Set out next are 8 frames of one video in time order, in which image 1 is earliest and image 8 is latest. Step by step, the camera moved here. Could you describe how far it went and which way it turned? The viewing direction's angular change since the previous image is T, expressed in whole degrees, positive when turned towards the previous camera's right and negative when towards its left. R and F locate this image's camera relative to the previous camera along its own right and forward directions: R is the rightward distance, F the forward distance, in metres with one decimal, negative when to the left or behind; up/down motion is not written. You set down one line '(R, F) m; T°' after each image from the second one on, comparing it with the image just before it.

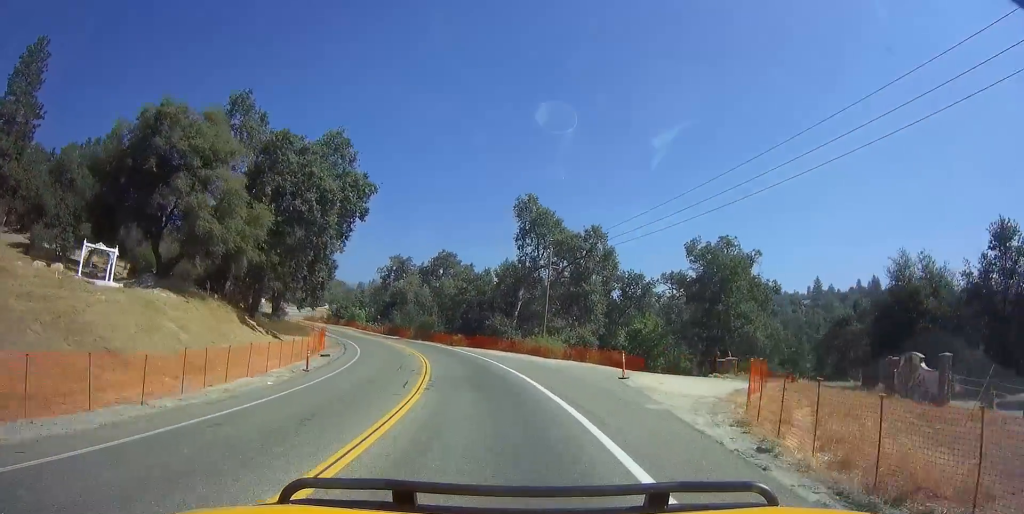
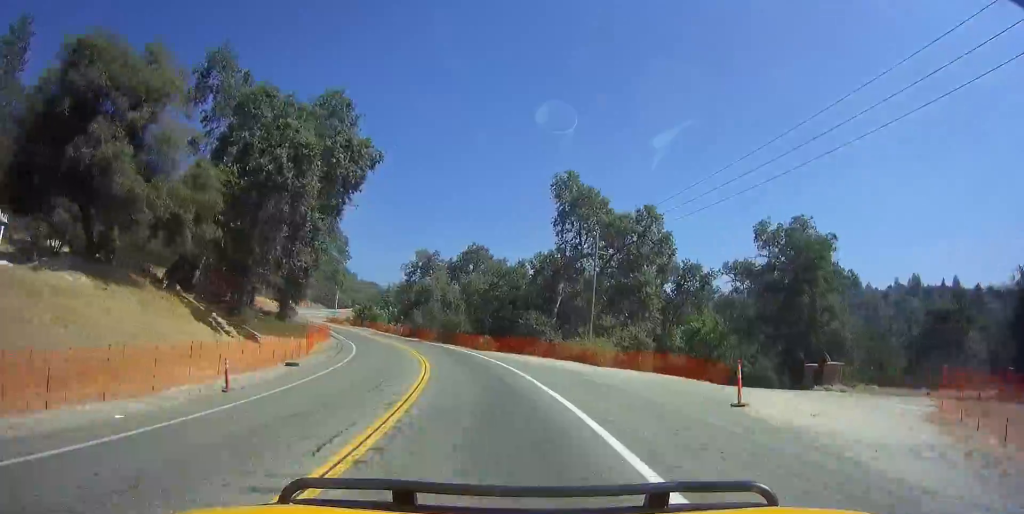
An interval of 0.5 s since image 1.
(0.0, +9.4) m; -5°
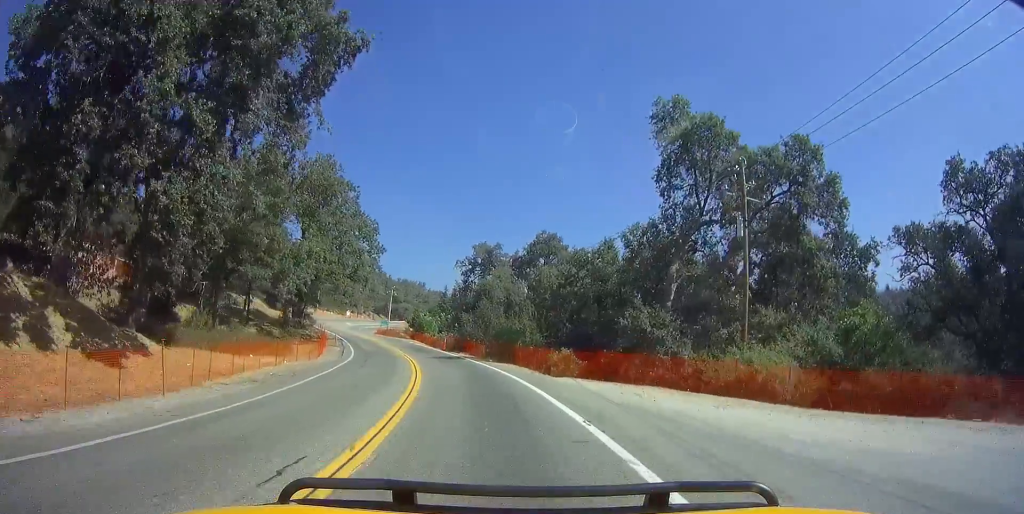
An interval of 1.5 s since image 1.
(-1.4, +18.2) m; -9°
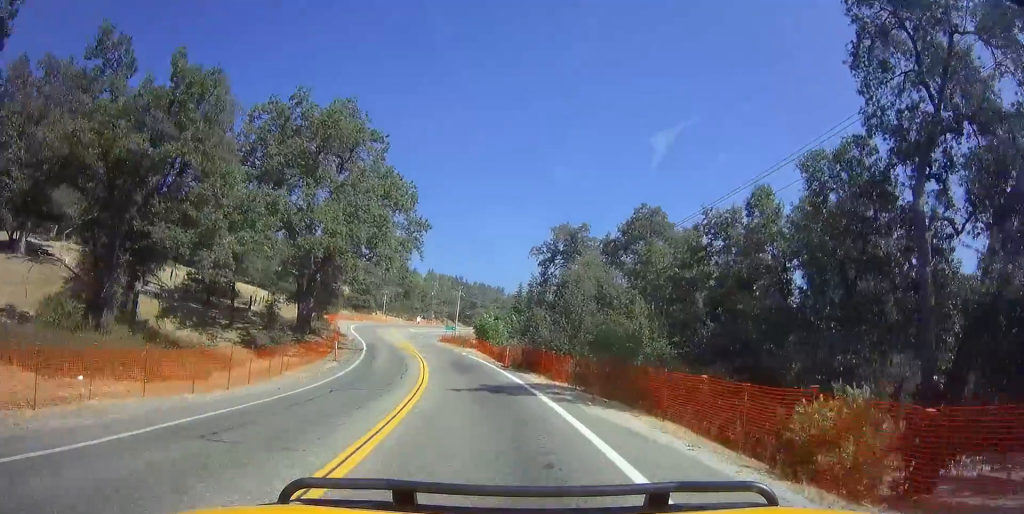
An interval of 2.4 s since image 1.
(-1.3, +17.7) m; -4°
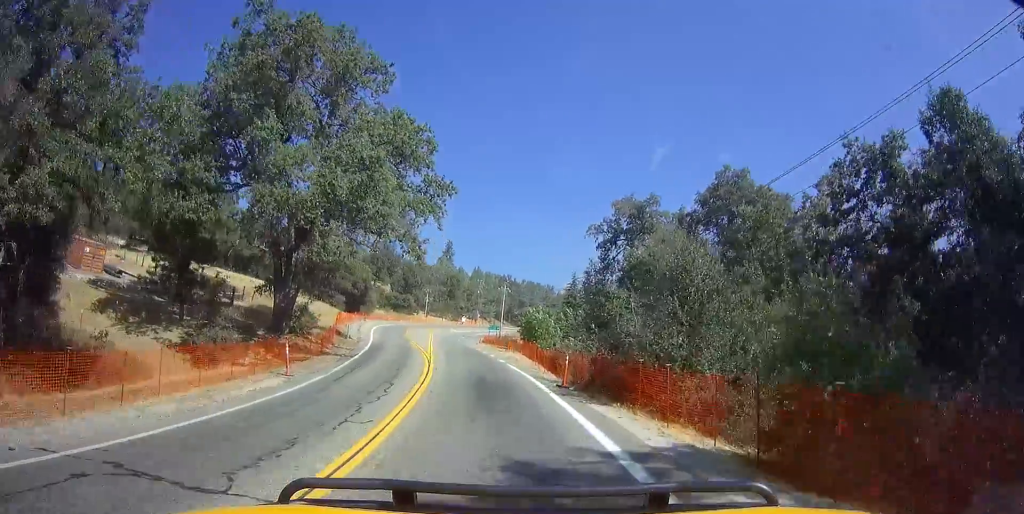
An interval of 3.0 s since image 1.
(-0.1, +12.3) m; -3°
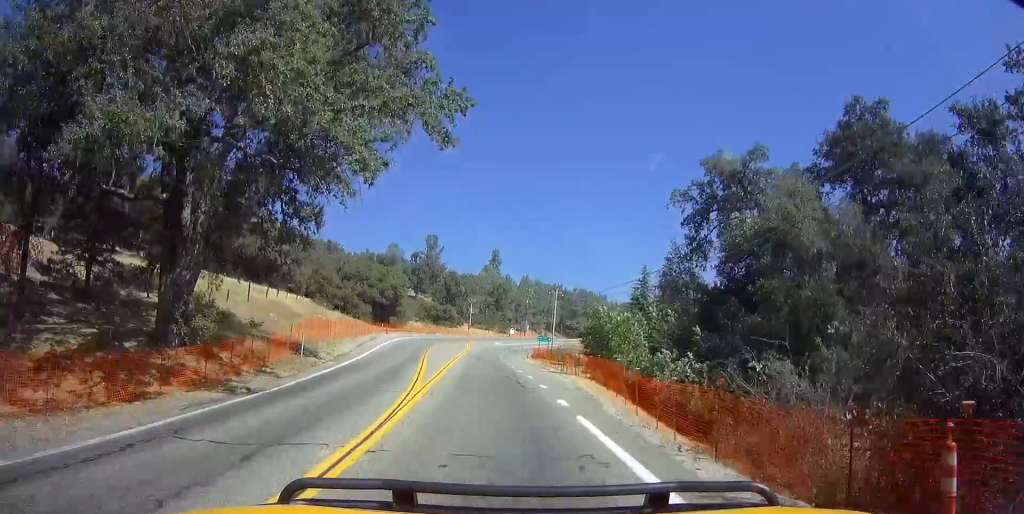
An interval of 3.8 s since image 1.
(-0.3, +14.8) m; -3°
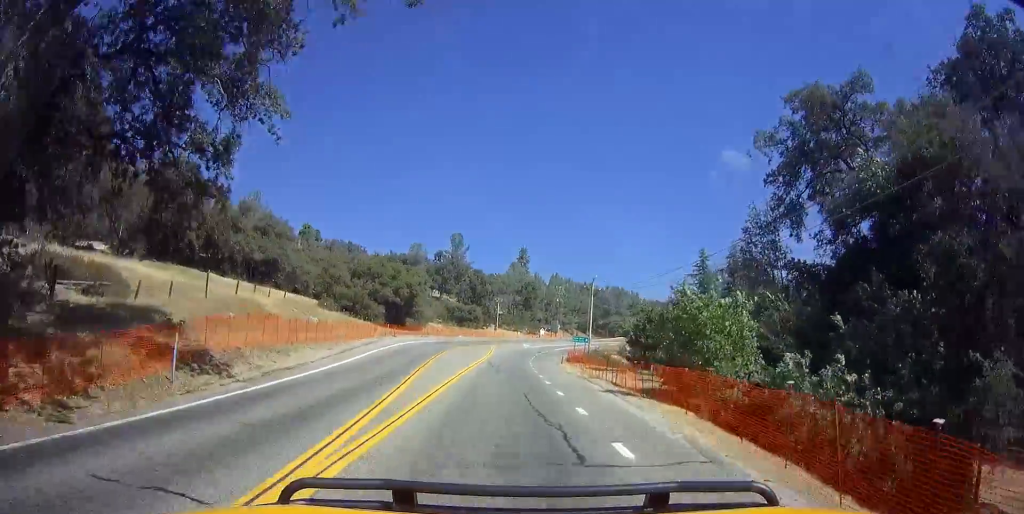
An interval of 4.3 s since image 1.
(-0.6, +10.3) m; -1°
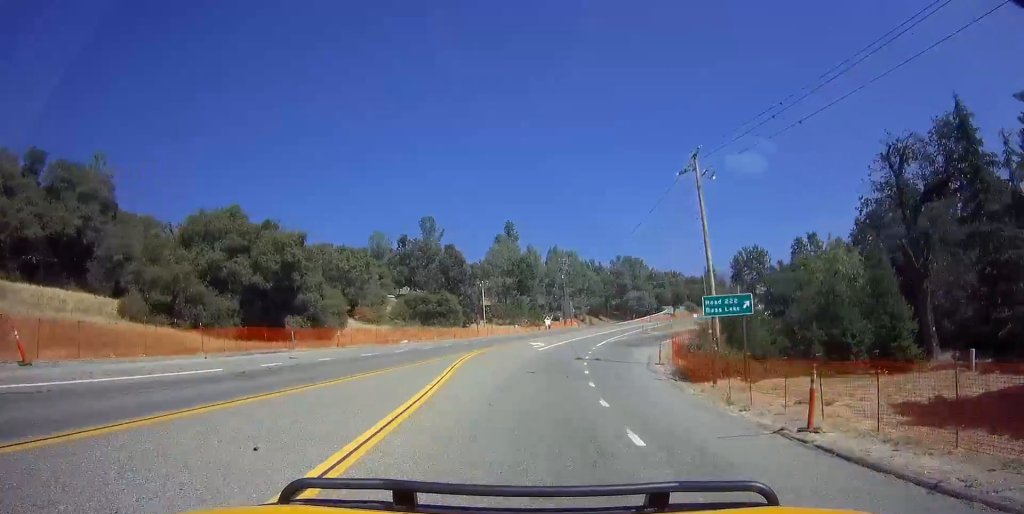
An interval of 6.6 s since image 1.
(+3.2, +45.1) m; +9°
